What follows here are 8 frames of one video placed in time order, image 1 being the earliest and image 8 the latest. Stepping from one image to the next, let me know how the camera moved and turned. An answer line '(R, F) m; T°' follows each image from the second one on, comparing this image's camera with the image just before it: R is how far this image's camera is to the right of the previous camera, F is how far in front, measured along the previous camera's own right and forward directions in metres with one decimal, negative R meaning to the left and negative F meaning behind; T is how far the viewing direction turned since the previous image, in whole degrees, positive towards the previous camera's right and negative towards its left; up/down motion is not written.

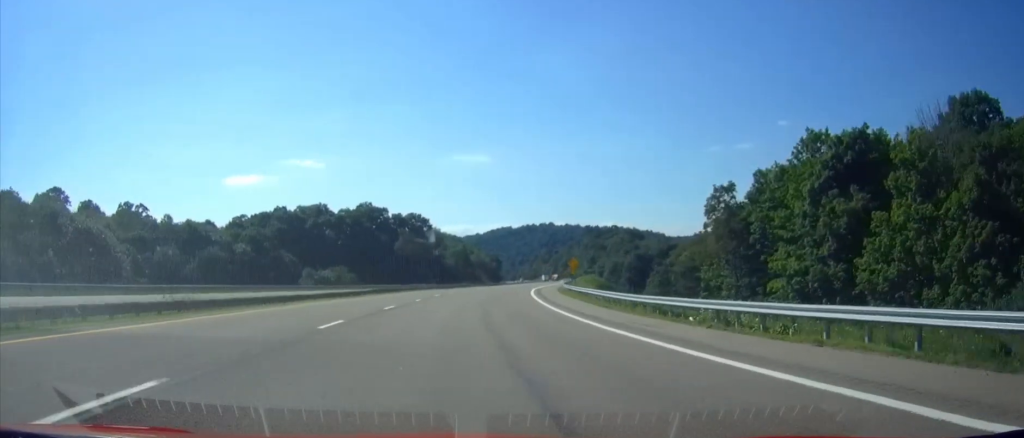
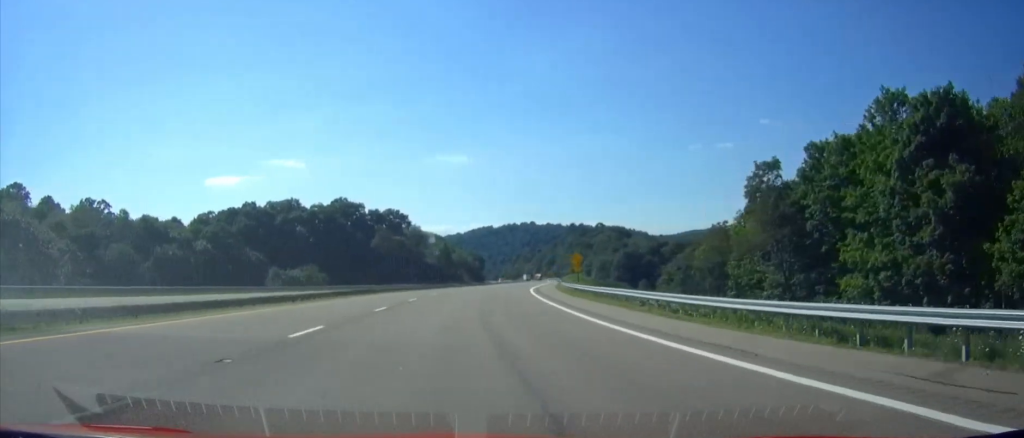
(0.0, +15.2) m; +2°
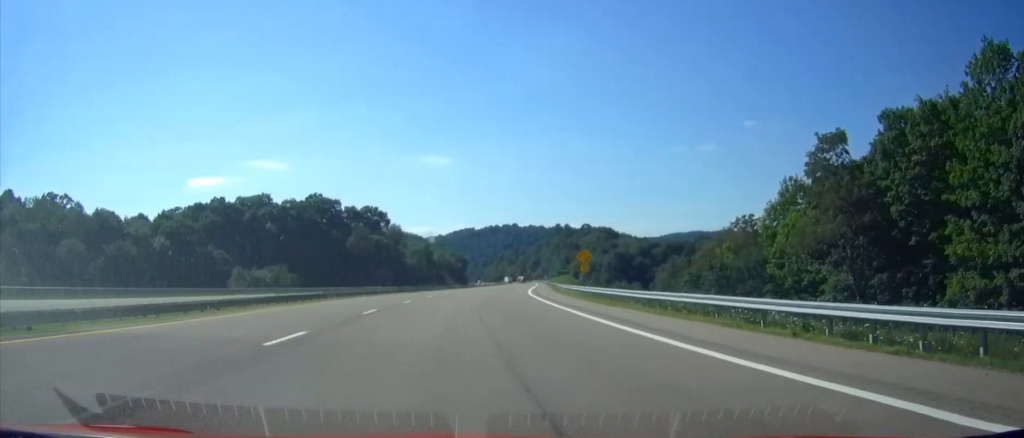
(+0.5, +14.1) m; +1°
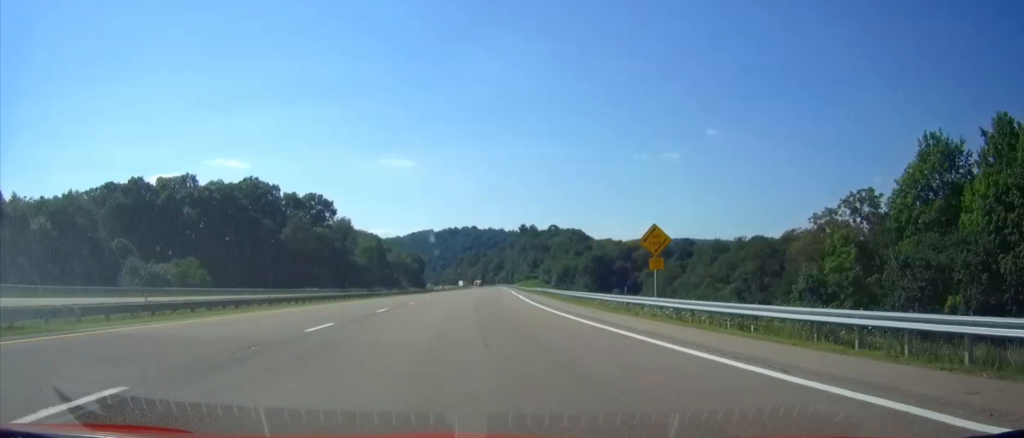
(+1.0, +32.6) m; +3°
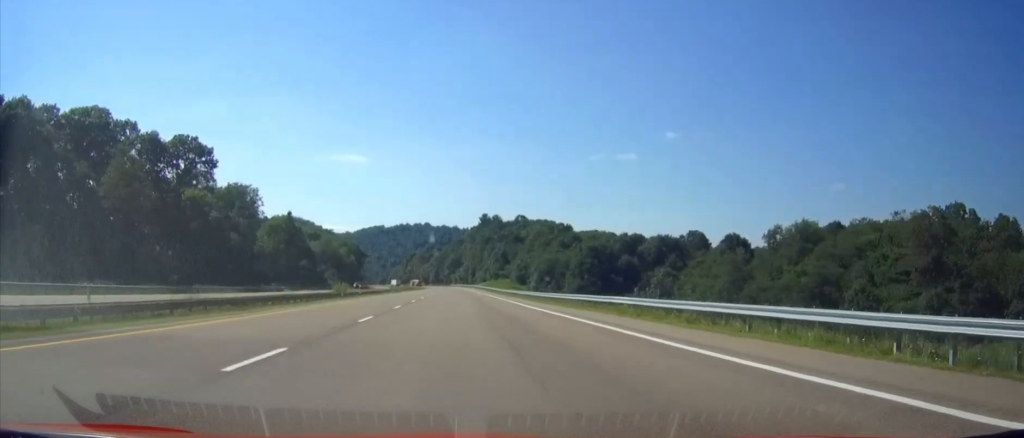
(+2.7, +68.6) m; +3°
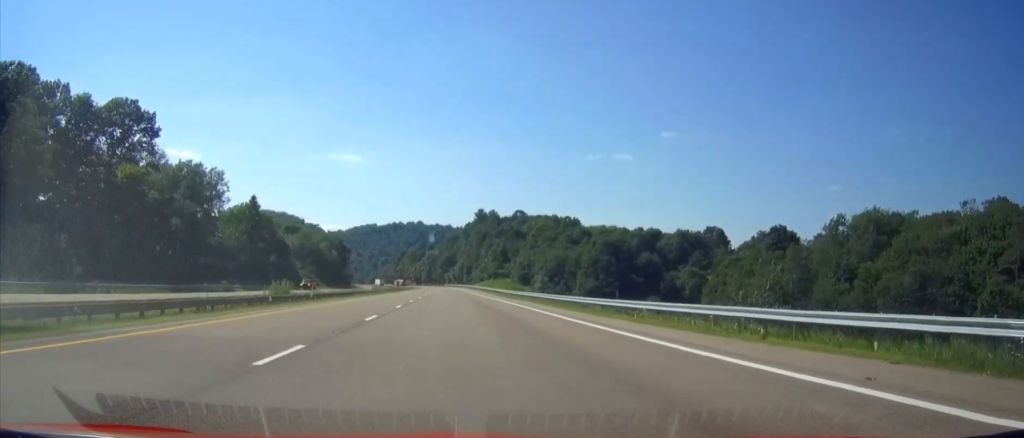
(+0.1, +24.0) m; 0°
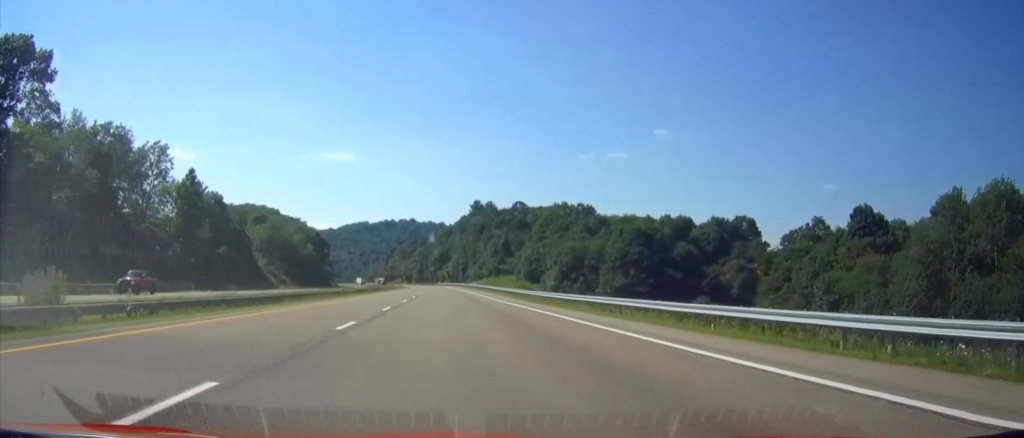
(+0.1, +29.4) m; 0°
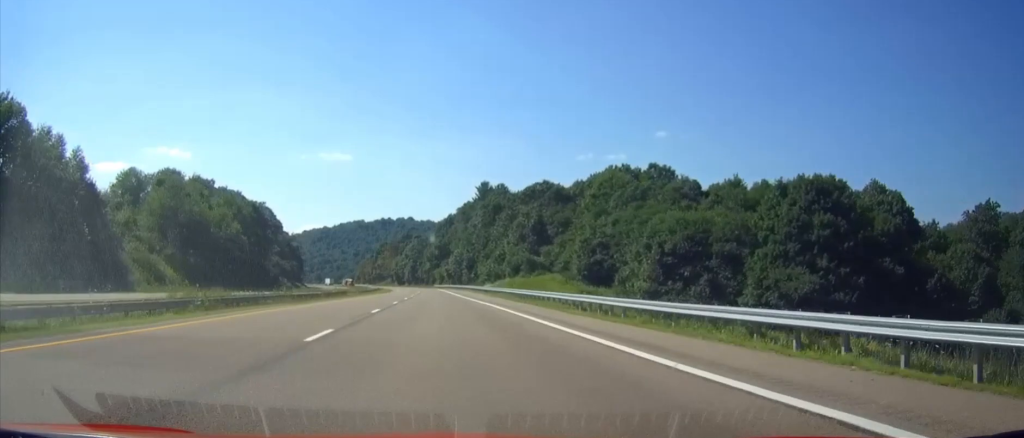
(0.0, +64.7) m; 0°
